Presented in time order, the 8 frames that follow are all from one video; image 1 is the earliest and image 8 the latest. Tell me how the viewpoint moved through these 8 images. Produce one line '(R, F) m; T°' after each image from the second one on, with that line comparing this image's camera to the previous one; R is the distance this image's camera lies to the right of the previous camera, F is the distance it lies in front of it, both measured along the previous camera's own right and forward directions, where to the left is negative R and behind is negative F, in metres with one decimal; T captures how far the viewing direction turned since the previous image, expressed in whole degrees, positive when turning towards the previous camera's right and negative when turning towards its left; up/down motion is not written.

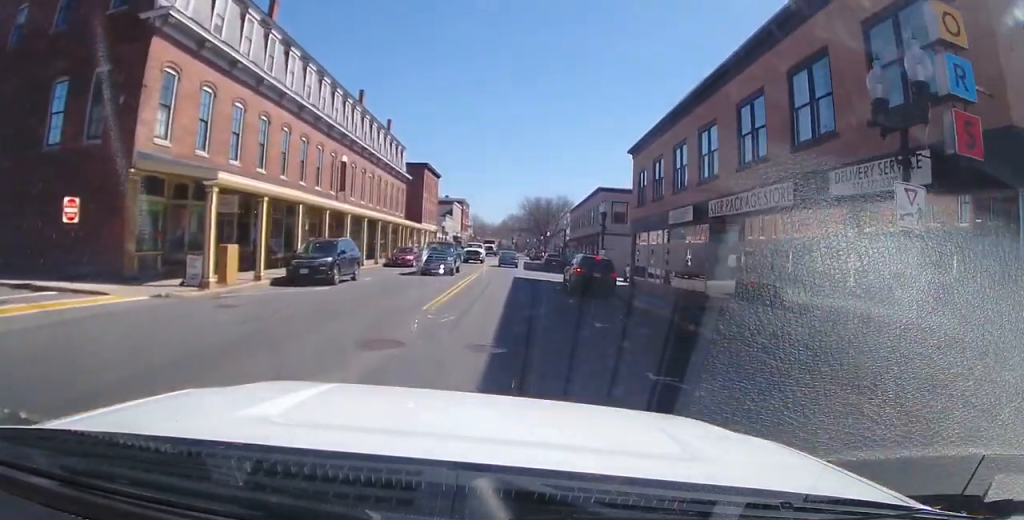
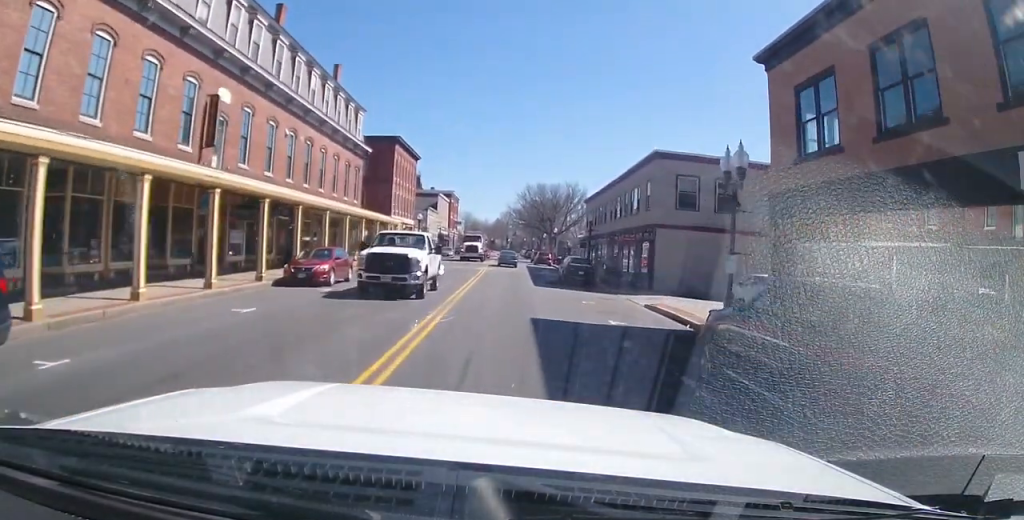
(-0.7, +20.0) m; -2°
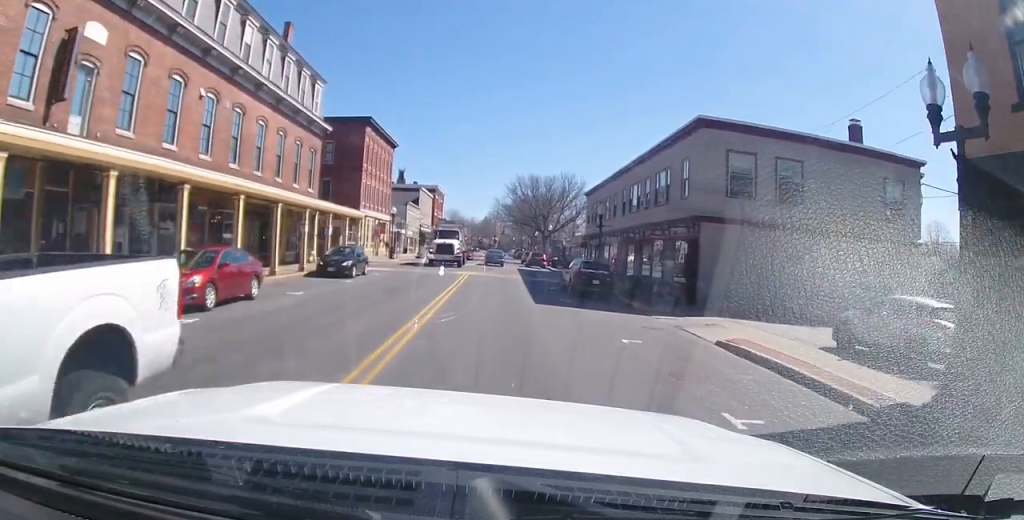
(+0.6, +9.0) m; +3°
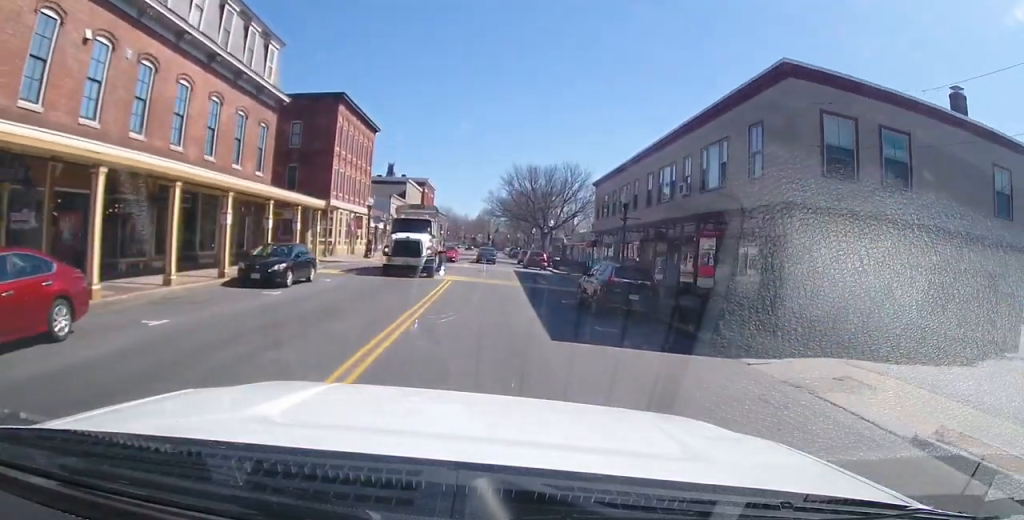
(-0.1, +8.3) m; -1°
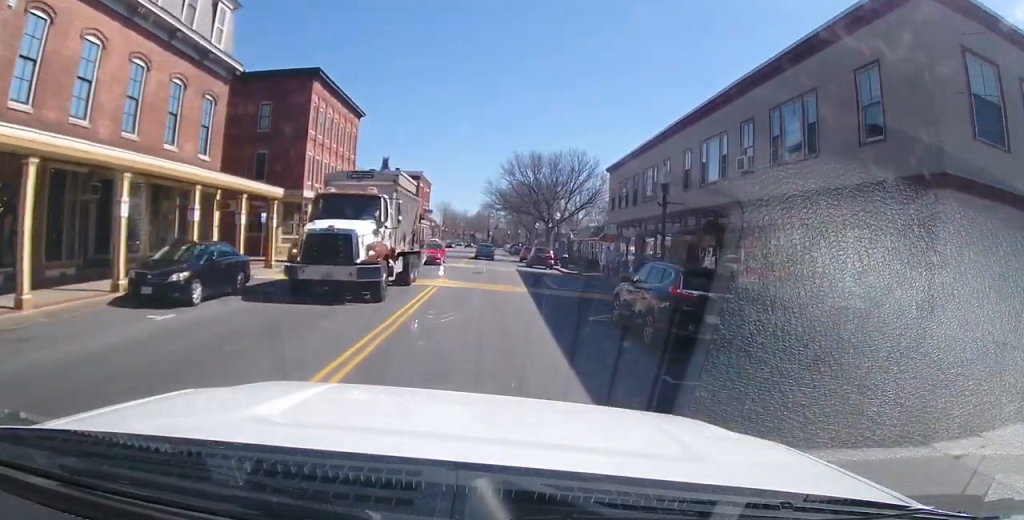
(-0.1, +6.7) m; 0°
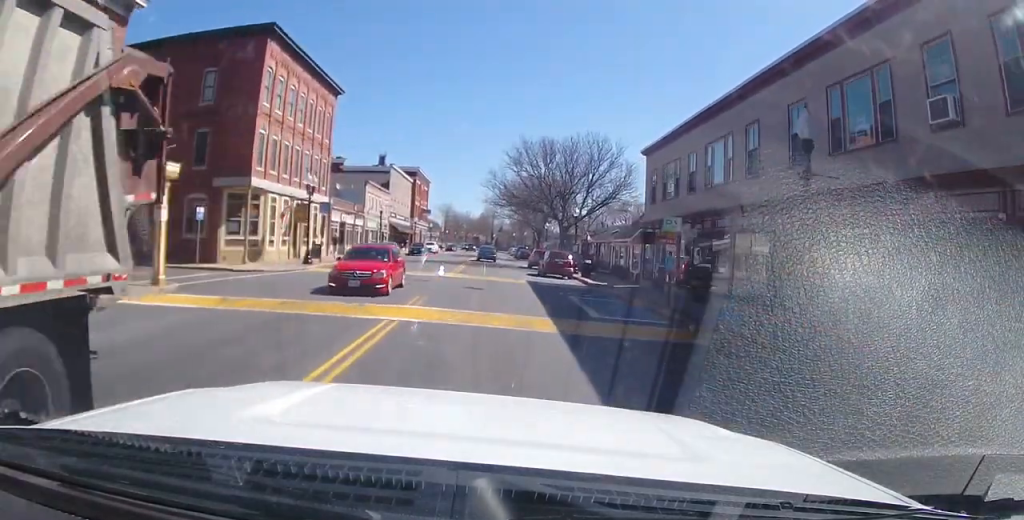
(+0.1, +9.5) m; +1°
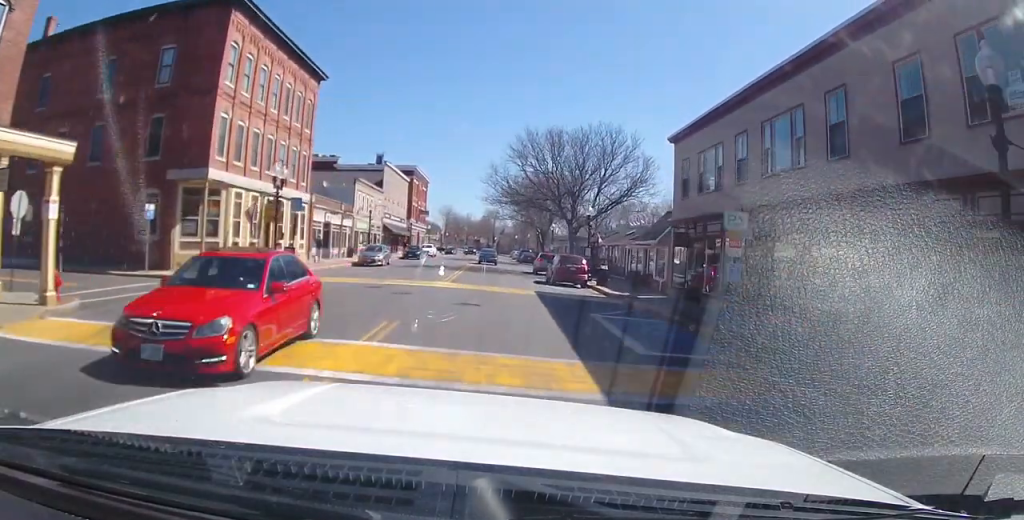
(0.0, +5.0) m; 0°
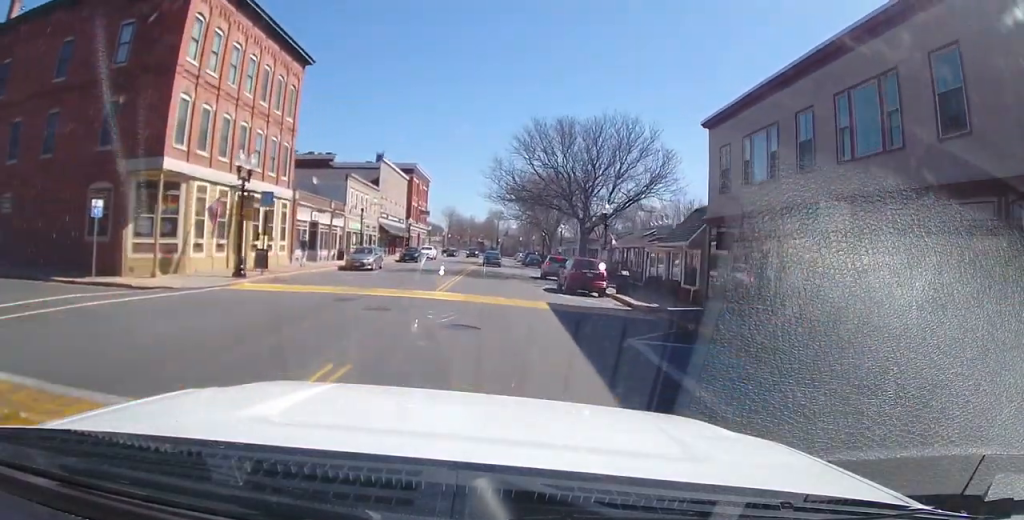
(0.0, +4.2) m; -2°
